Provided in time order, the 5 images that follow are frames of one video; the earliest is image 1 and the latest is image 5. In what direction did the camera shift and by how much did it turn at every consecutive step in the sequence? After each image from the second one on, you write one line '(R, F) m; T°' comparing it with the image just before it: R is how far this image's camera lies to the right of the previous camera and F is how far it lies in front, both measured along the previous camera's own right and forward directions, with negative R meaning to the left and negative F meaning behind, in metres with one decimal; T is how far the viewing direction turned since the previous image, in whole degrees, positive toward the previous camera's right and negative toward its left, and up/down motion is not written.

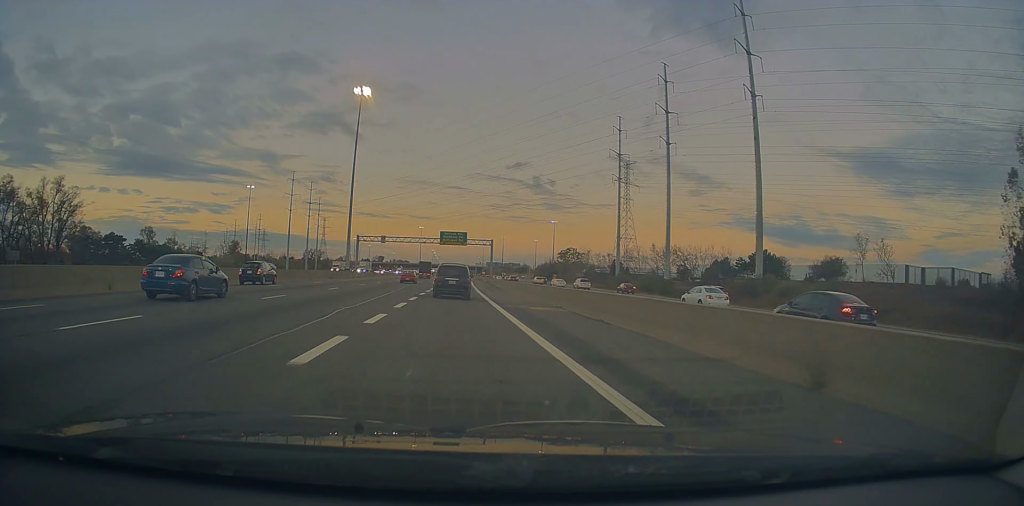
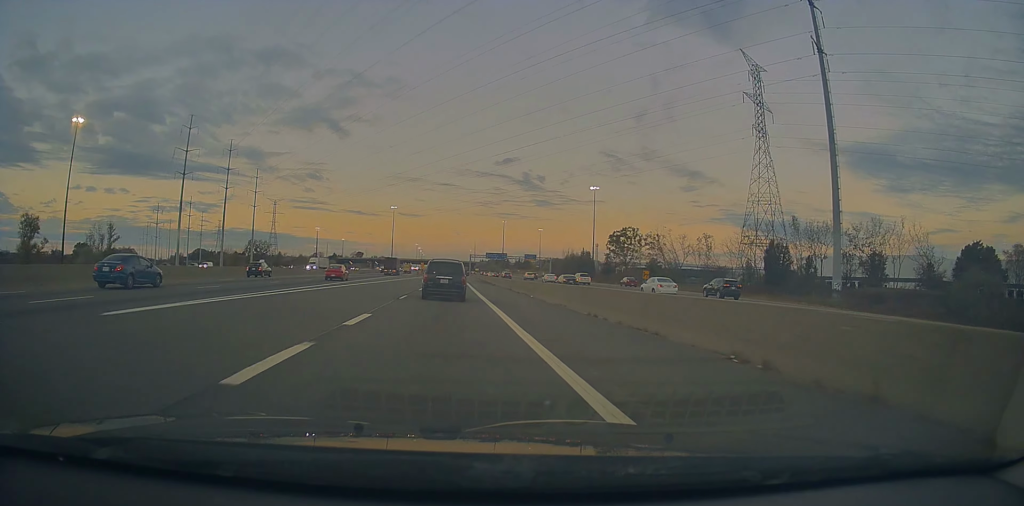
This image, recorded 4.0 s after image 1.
(+0.8, +115.8) m; +1°
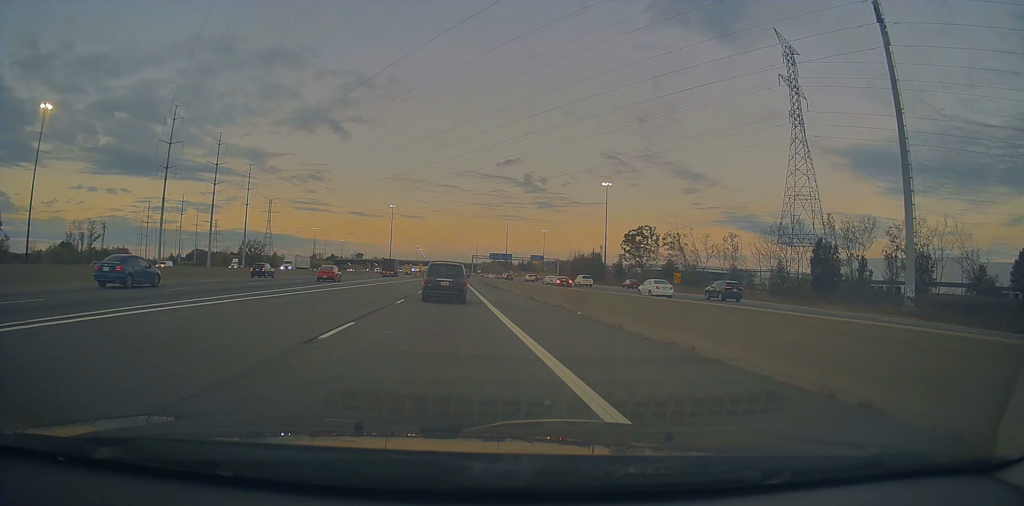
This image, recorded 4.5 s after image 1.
(0.0, +14.4) m; 0°
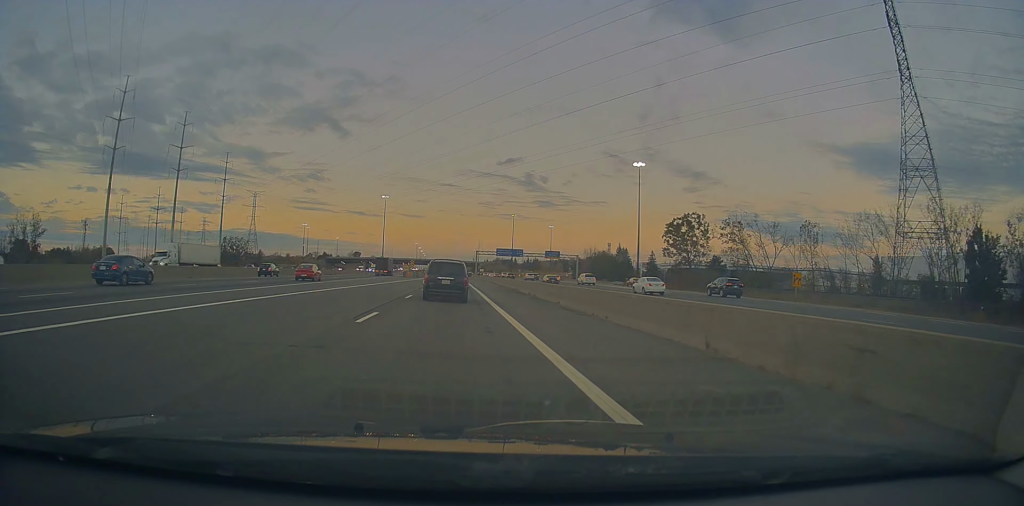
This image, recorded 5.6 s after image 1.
(+0.1, +33.3) m; 0°
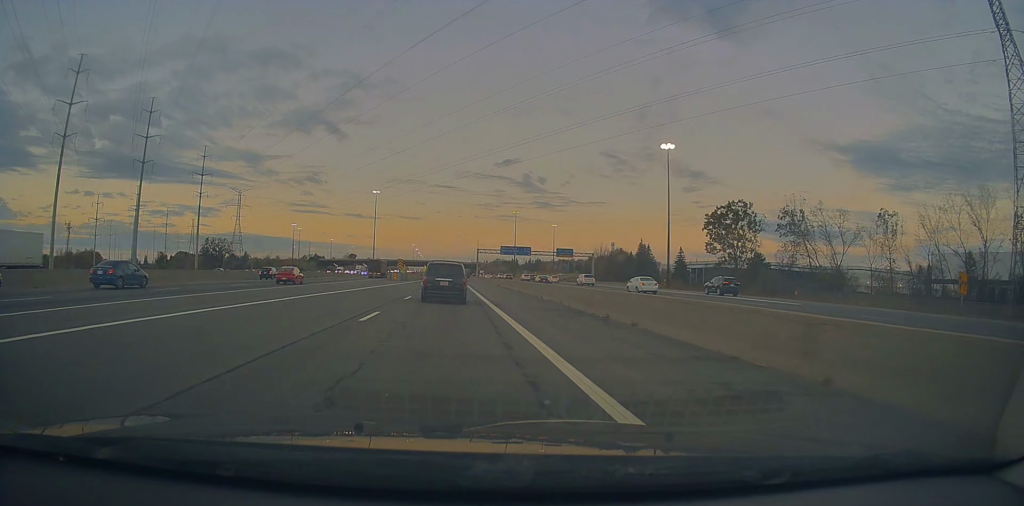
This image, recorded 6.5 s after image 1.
(0.0, +23.6) m; +1°
